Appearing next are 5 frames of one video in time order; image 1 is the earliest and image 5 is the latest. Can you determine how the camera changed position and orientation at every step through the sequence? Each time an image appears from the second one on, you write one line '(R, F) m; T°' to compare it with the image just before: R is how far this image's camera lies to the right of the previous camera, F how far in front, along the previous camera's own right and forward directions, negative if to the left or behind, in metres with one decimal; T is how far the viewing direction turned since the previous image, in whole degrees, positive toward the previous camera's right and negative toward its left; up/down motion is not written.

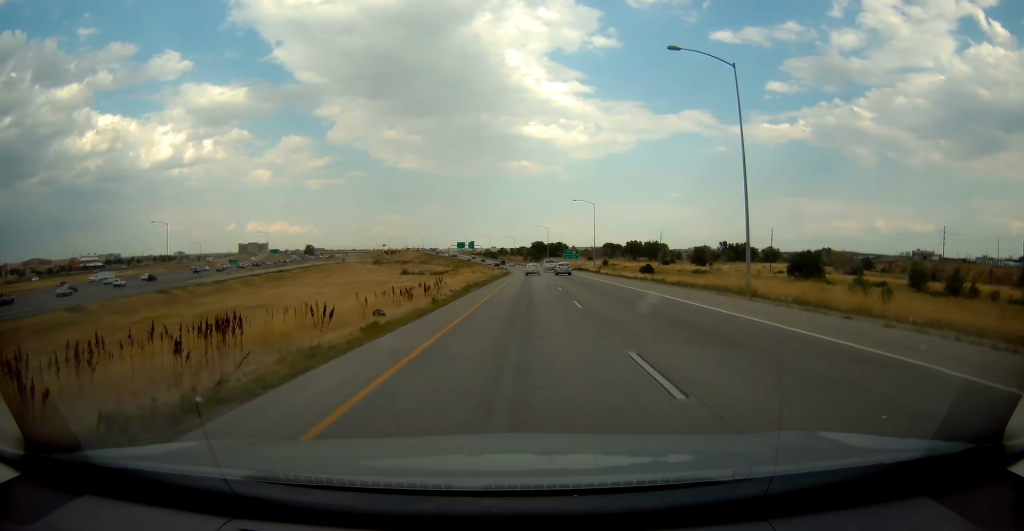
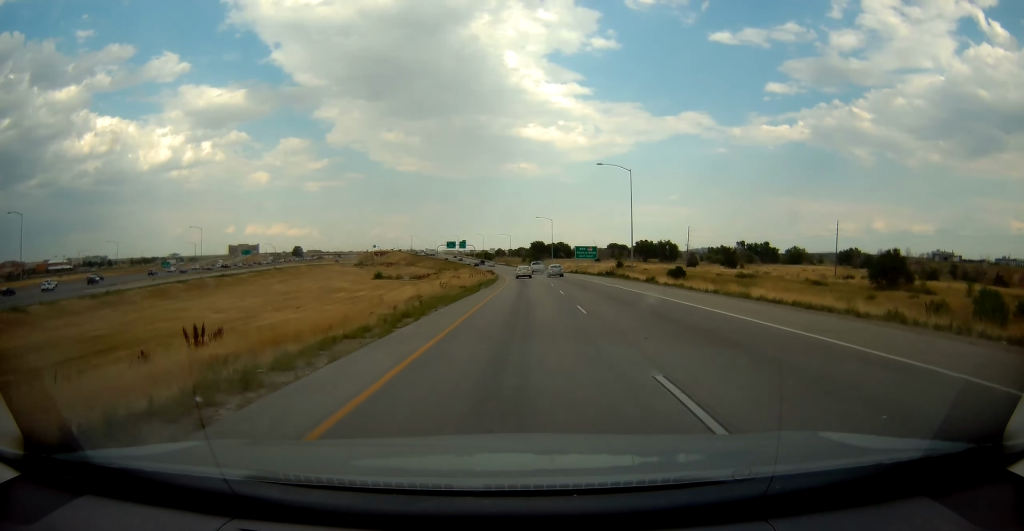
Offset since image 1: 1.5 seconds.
(+0.2, +38.8) m; 0°
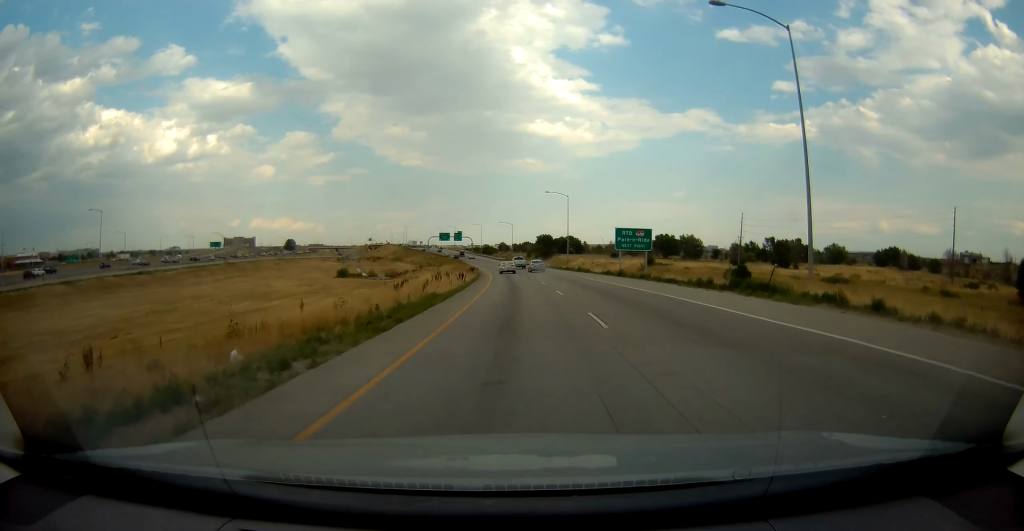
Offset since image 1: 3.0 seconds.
(-0.2, +41.1) m; -1°
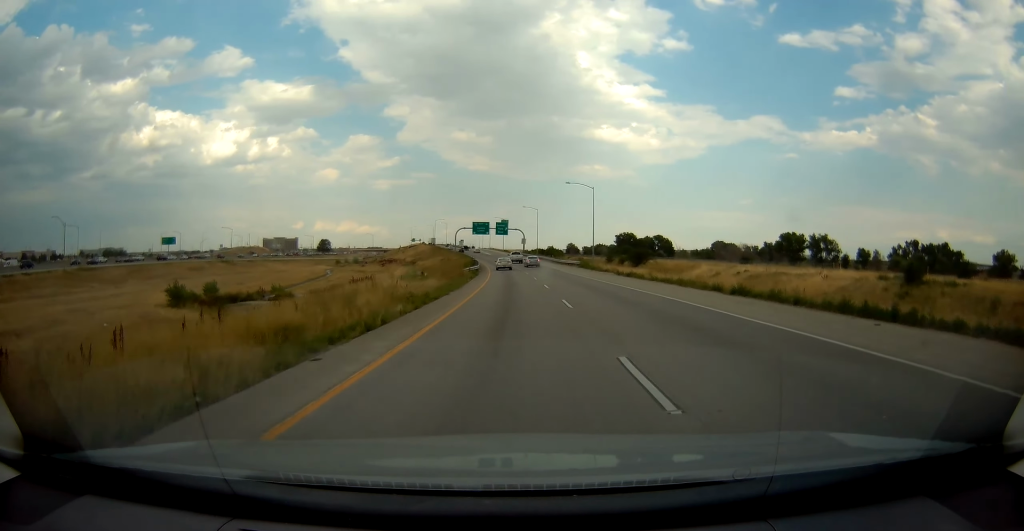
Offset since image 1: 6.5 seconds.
(-4.2, +90.7) m; -6°
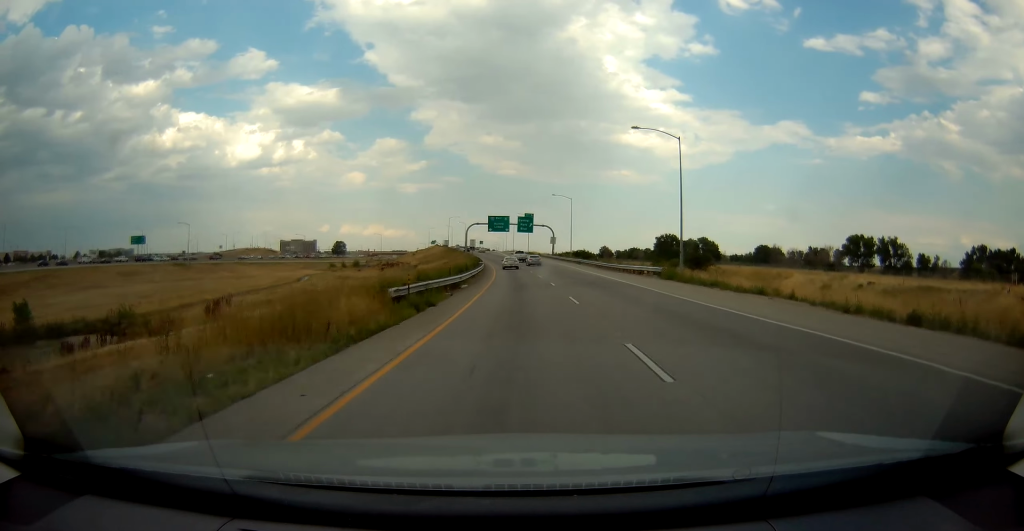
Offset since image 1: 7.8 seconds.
(-0.7, +34.9) m; -2°
